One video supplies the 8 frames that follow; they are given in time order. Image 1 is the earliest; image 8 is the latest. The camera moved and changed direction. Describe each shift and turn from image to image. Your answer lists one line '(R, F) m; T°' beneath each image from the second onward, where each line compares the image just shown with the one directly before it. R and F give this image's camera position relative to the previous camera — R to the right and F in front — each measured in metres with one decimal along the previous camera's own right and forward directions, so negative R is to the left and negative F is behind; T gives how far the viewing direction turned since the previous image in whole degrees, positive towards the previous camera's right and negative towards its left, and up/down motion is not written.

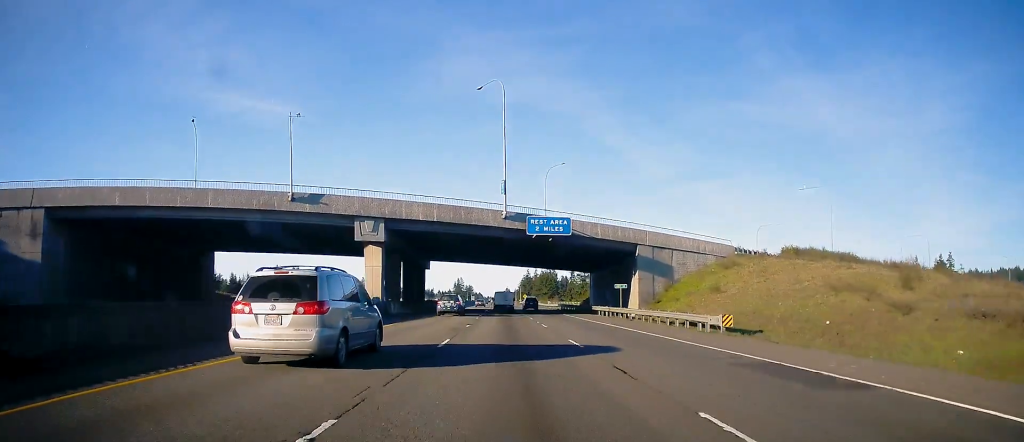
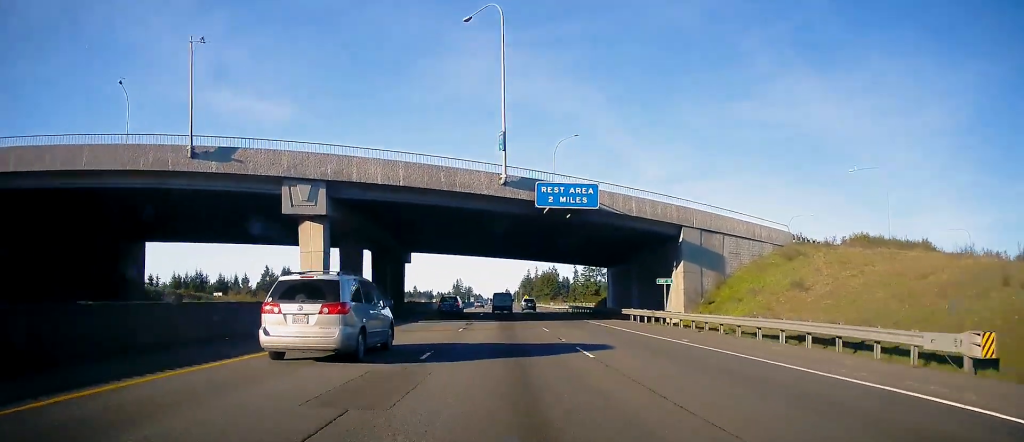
(0.0, +14.7) m; 0°
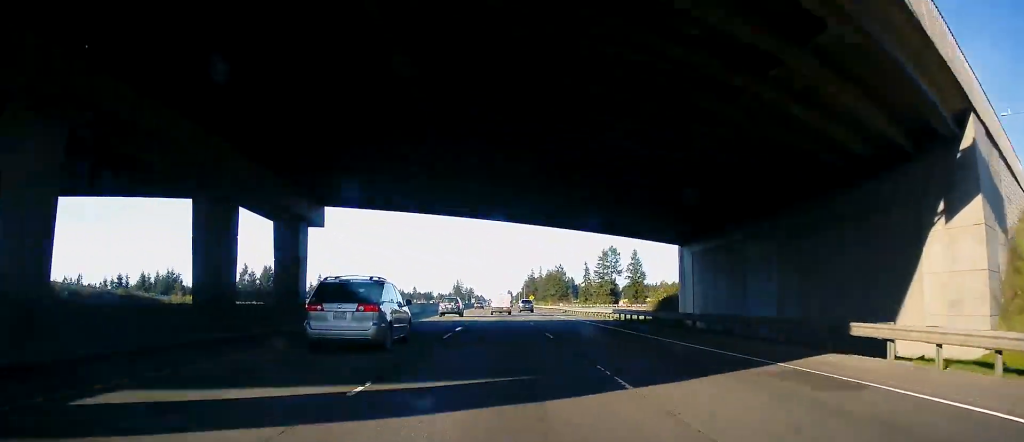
(0.0, +29.4) m; 0°
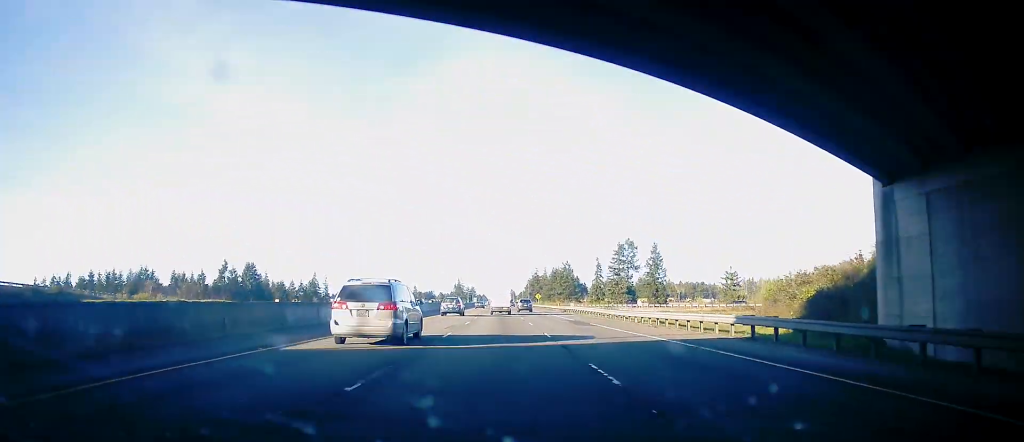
(-0.1, +24.3) m; 0°
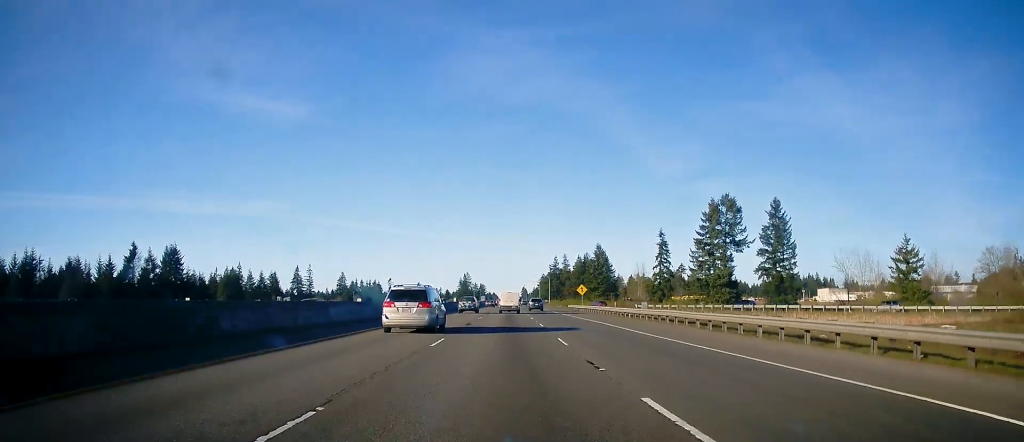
(-0.1, +77.9) m; -1°
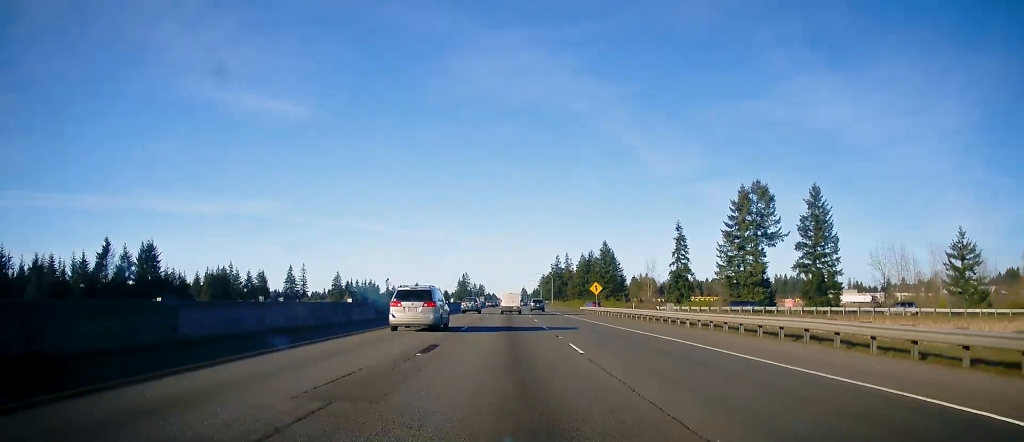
(-0.1, +15.0) m; 0°
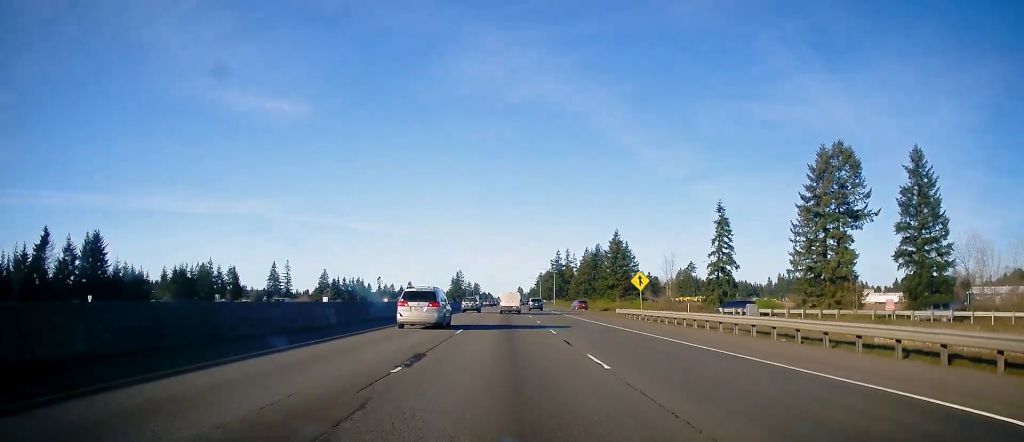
(-0.1, +27.8) m; 0°
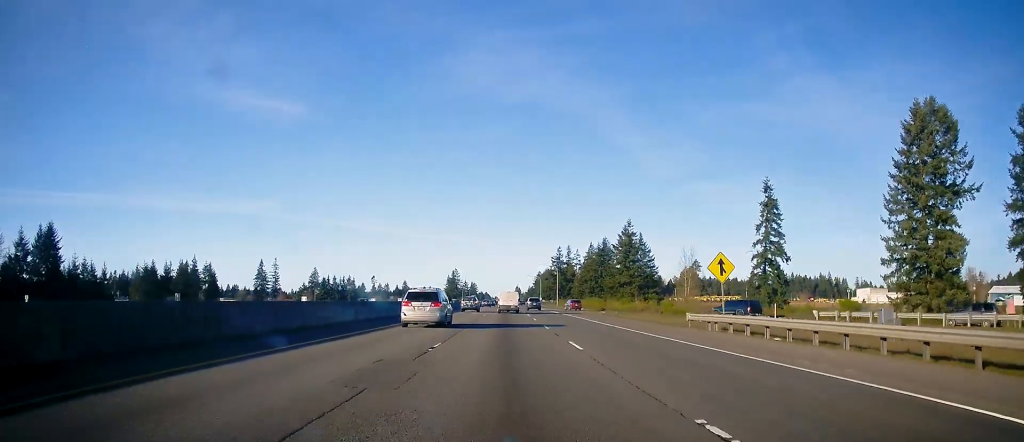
(+0.3, +20.3) m; 0°
